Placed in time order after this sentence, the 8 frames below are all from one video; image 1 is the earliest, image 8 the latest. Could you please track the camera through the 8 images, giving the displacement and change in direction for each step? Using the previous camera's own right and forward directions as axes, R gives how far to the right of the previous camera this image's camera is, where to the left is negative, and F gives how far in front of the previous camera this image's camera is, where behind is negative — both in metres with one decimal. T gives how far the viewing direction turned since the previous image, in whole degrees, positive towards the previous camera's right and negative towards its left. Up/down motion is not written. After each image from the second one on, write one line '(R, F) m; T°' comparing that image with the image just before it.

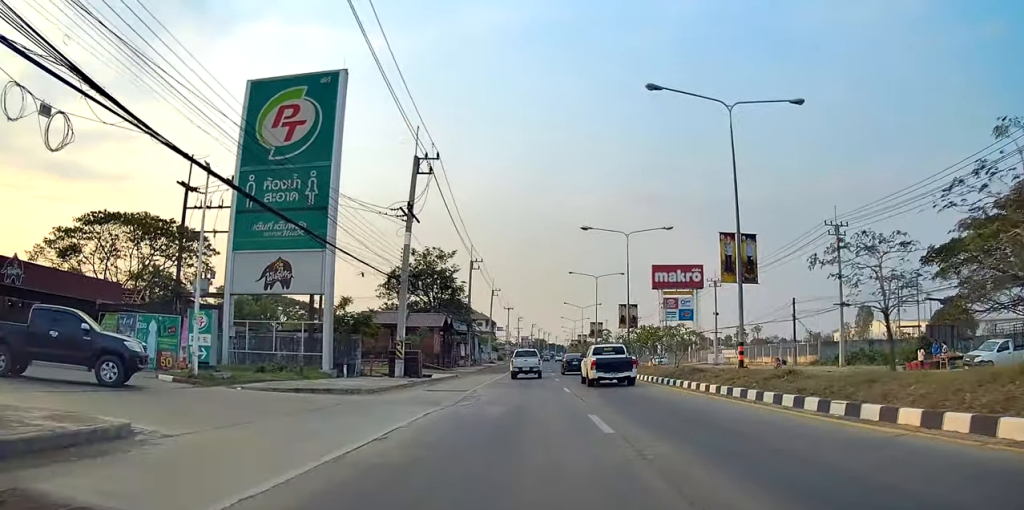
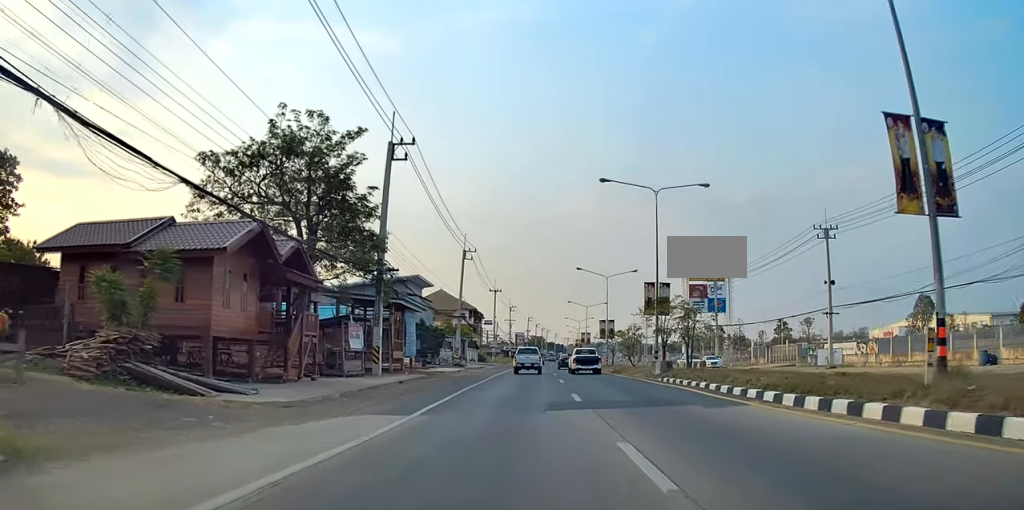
(-1.0, +37.5) m; -1°
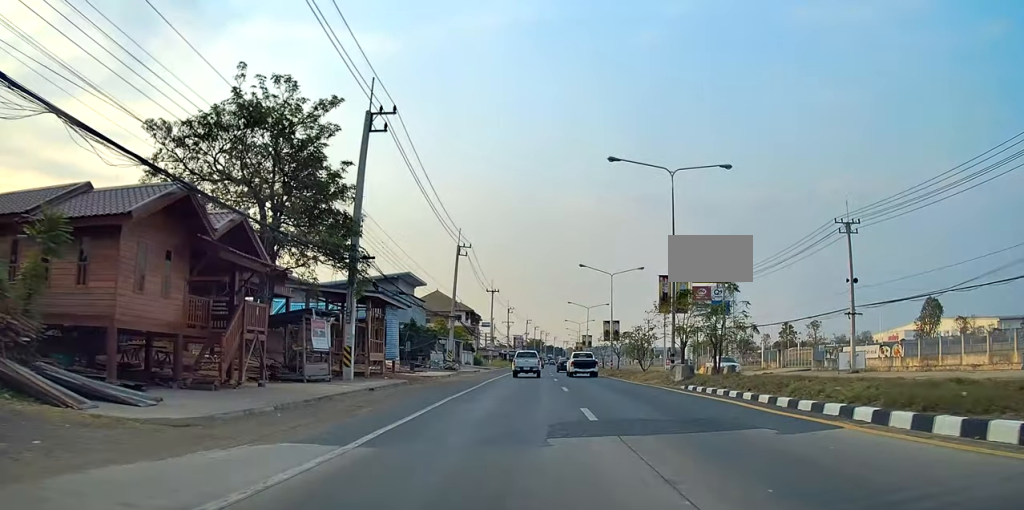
(+0.3, +4.3) m; 0°
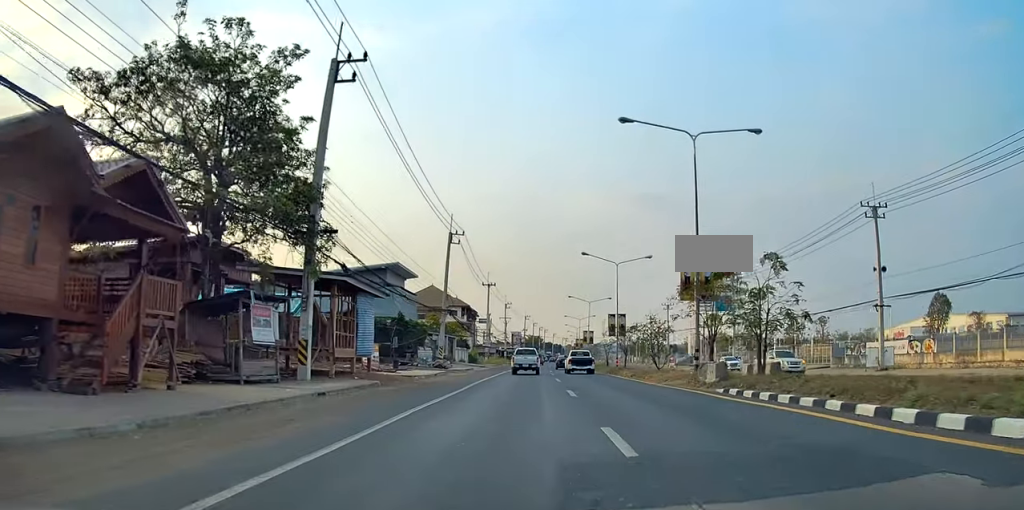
(-0.3, +4.9) m; 0°
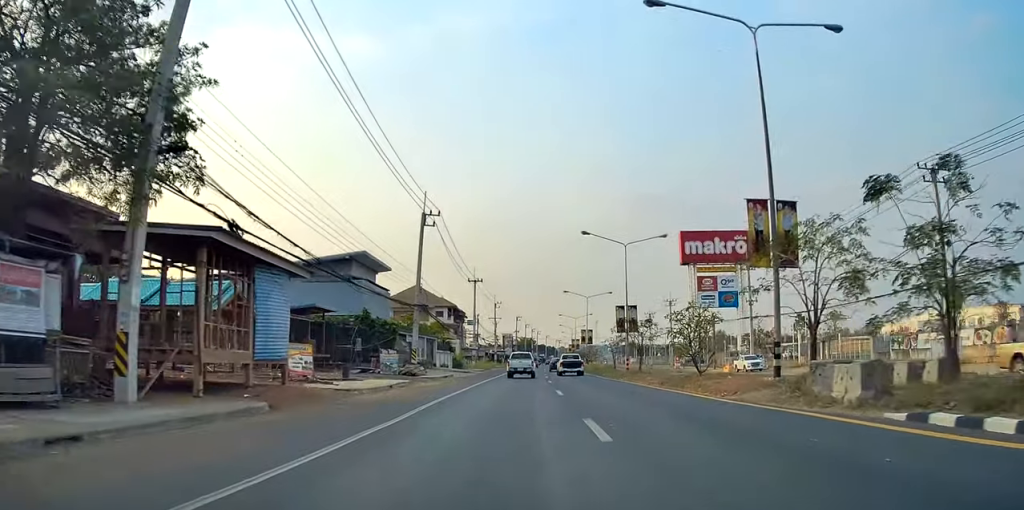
(-0.3, +9.0) m; 0°
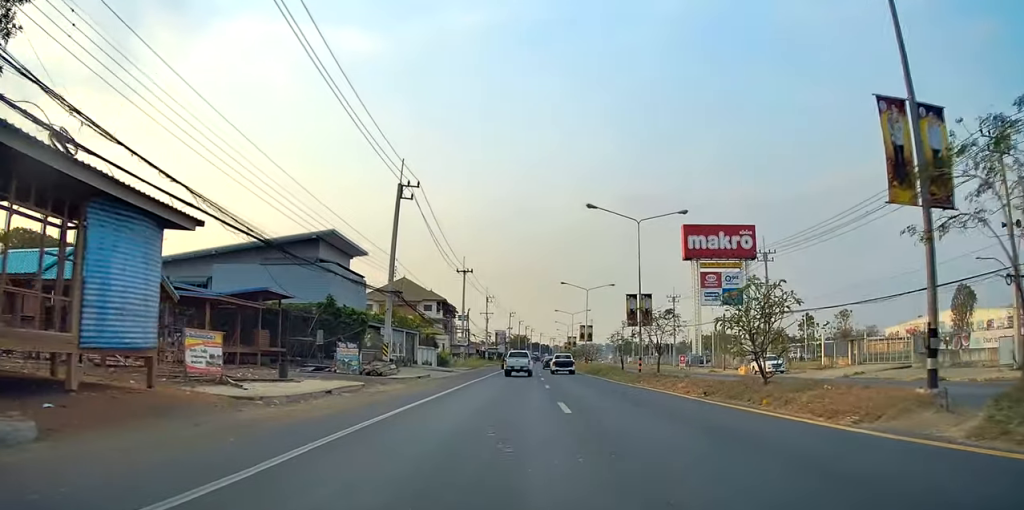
(+0.5, +6.9) m; 0°
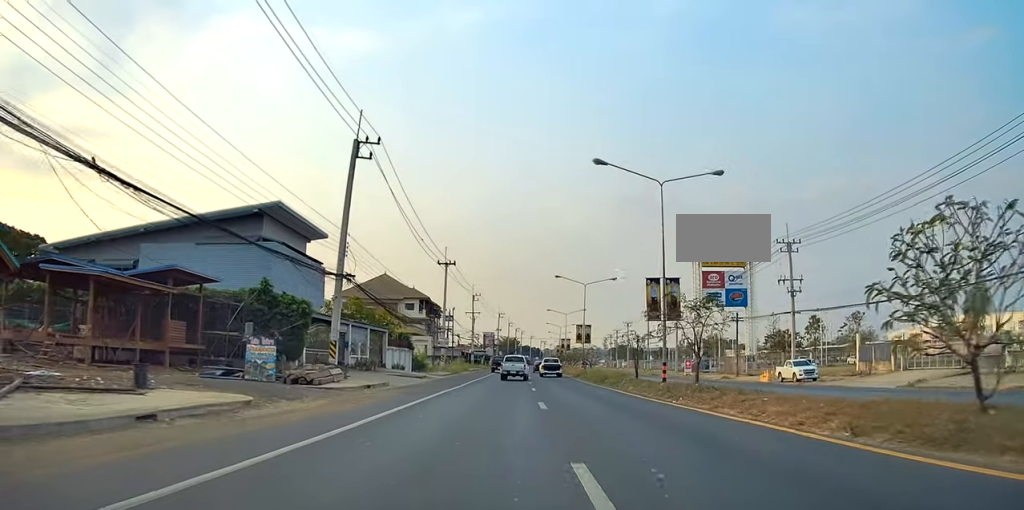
(-0.5, +8.3) m; 0°
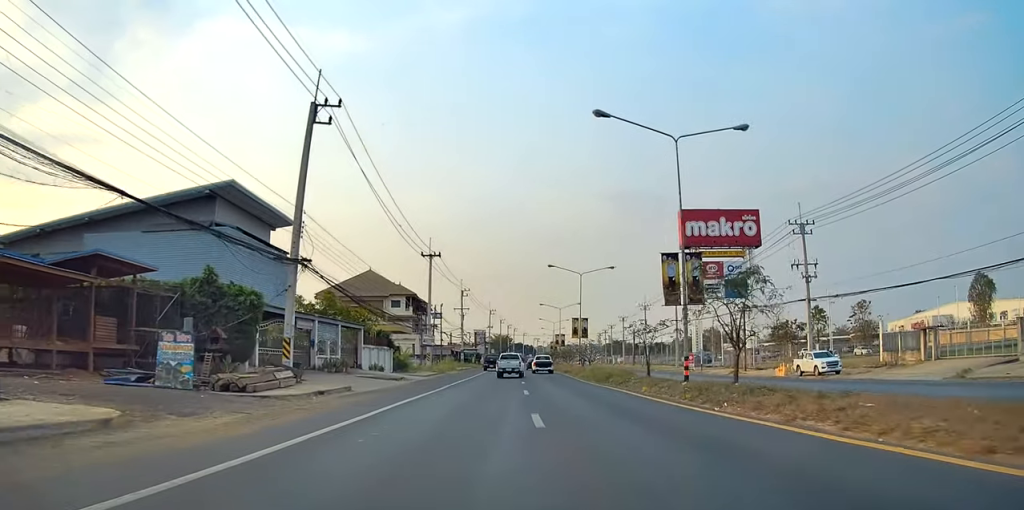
(-0.3, +4.8) m; 0°
